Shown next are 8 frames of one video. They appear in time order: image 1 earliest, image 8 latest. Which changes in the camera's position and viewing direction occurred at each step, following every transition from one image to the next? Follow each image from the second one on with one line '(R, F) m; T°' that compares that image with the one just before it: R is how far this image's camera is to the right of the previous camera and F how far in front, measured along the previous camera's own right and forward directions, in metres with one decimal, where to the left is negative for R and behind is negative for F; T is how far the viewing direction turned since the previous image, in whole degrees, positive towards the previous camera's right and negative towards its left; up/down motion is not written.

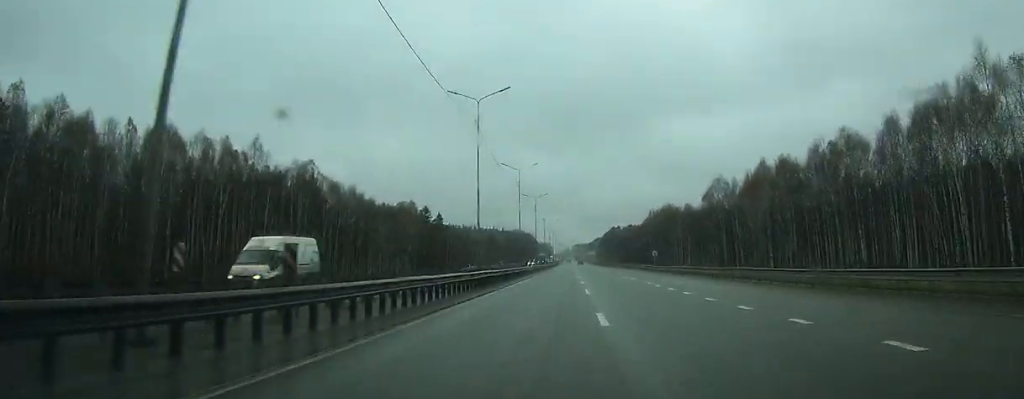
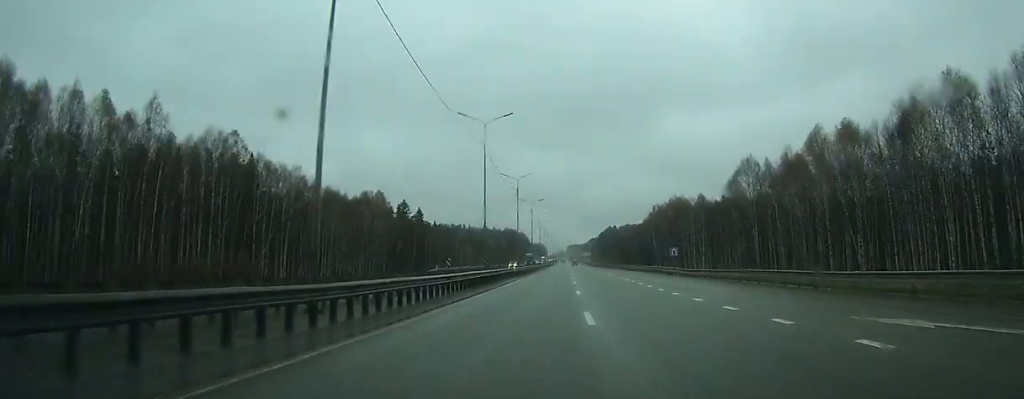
(+0.1, +23.4) m; 0°
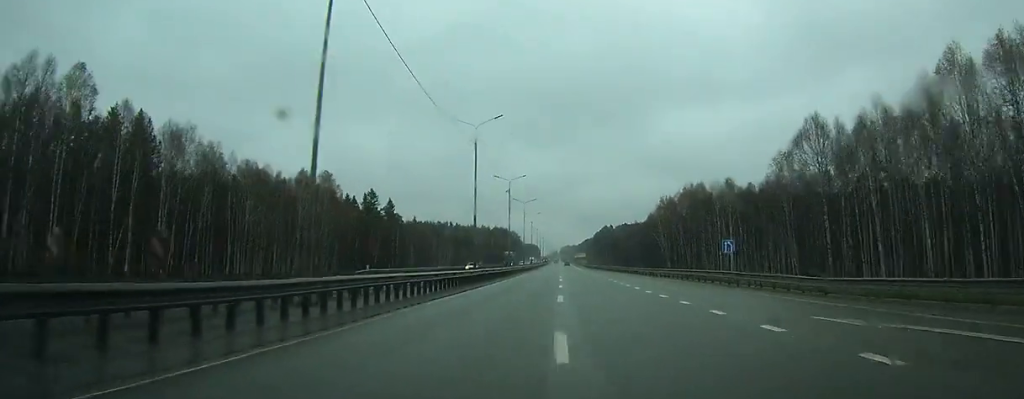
(+0.2, +28.9) m; 0°
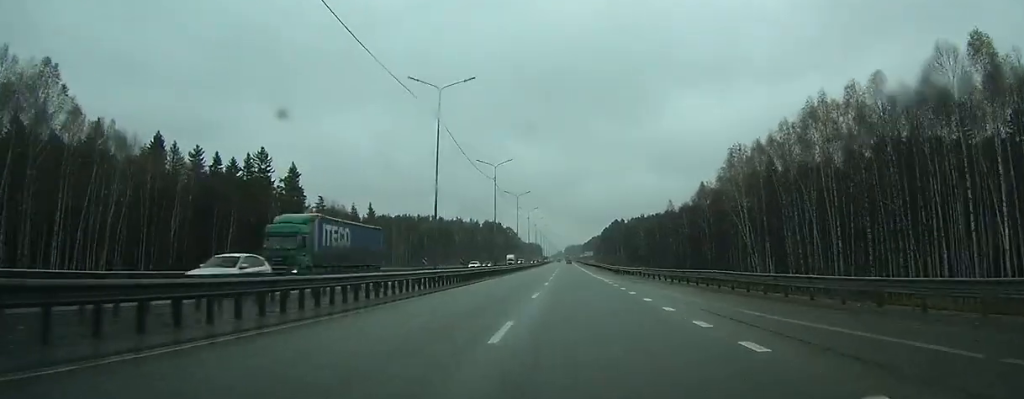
(+0.4, +70.2) m; 0°
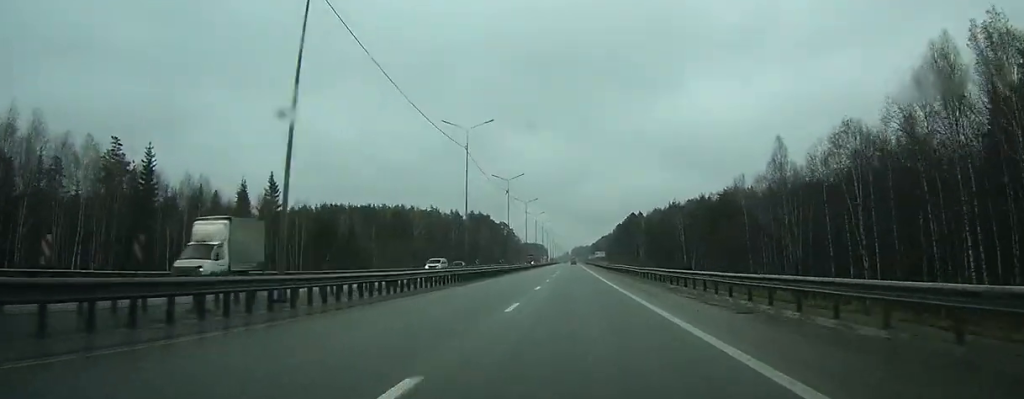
(-0.6, +78.4) m; -1°
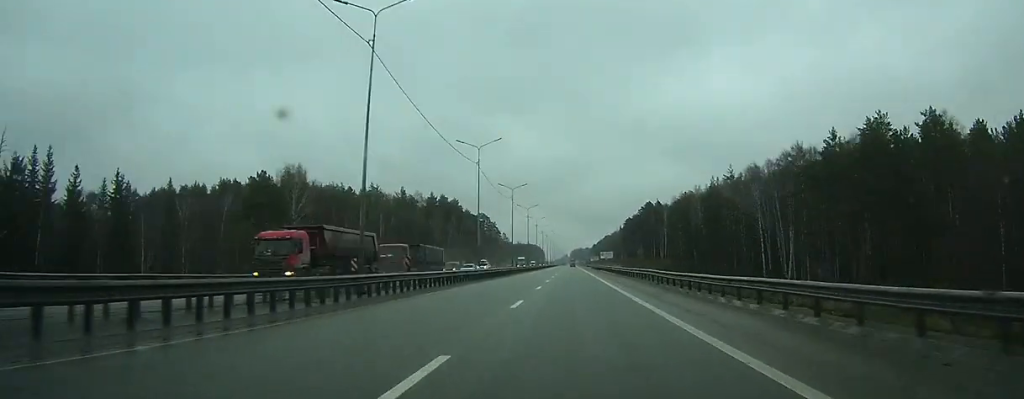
(-0.4, +82.7) m; 0°
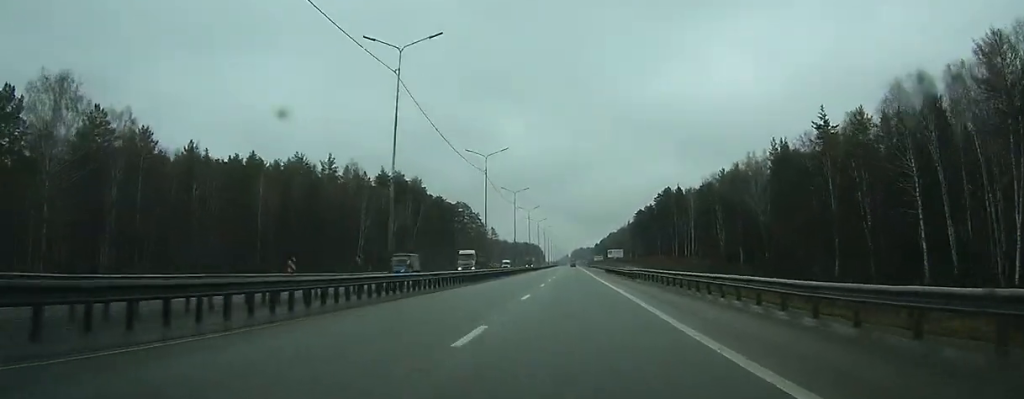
(0.0, +55.9) m; 0°
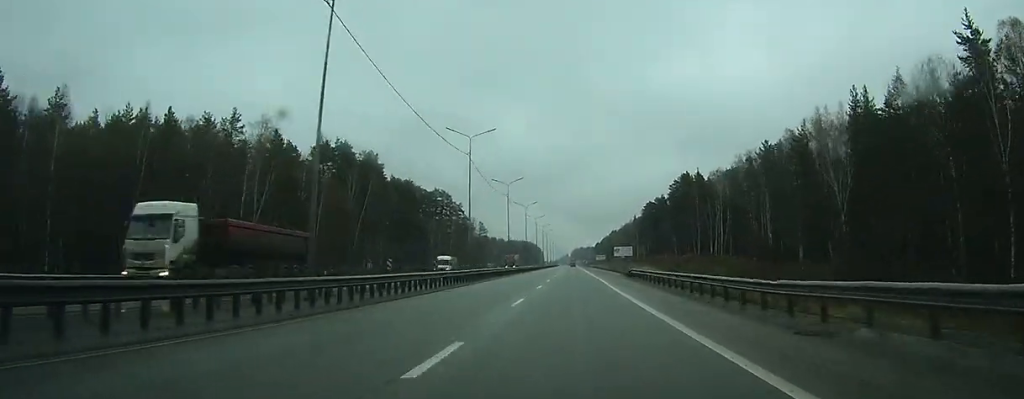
(0.0, +38.4) m; 0°
